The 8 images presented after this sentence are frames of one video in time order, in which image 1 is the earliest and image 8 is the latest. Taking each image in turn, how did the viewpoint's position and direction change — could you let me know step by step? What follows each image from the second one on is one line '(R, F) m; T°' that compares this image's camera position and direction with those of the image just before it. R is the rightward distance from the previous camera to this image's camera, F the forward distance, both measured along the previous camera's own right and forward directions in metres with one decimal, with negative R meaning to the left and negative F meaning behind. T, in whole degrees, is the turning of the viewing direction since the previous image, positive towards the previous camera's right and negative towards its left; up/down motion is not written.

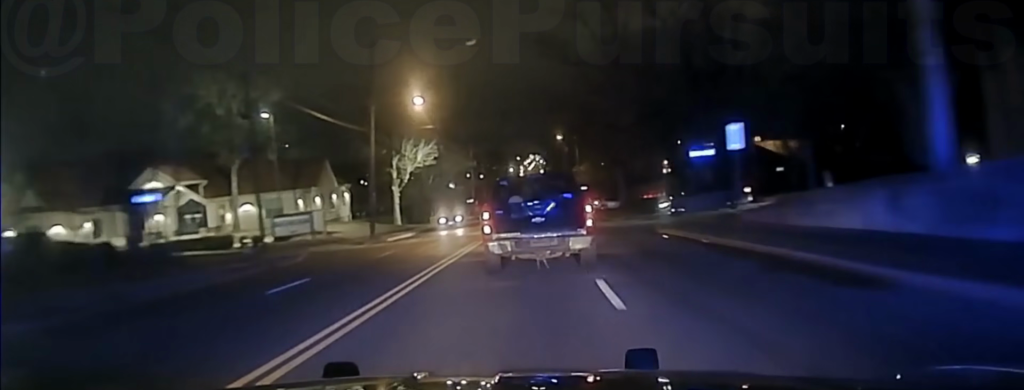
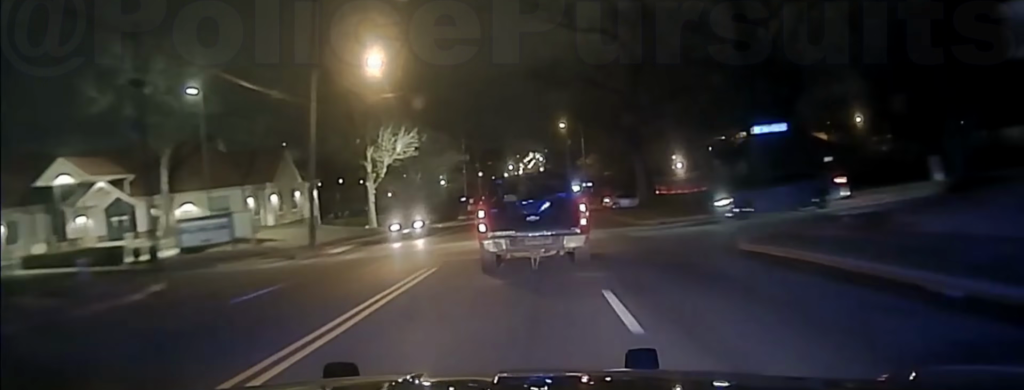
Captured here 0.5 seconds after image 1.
(+0.1, +12.5) m; 0°
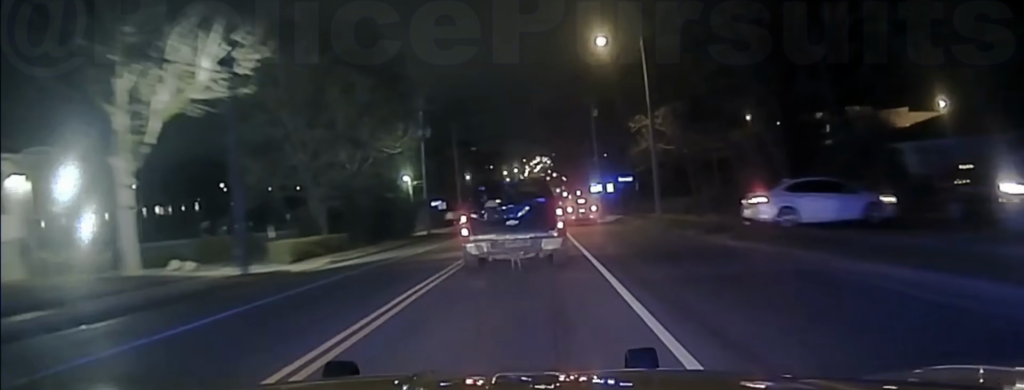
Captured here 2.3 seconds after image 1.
(-0.2, +47.8) m; -1°
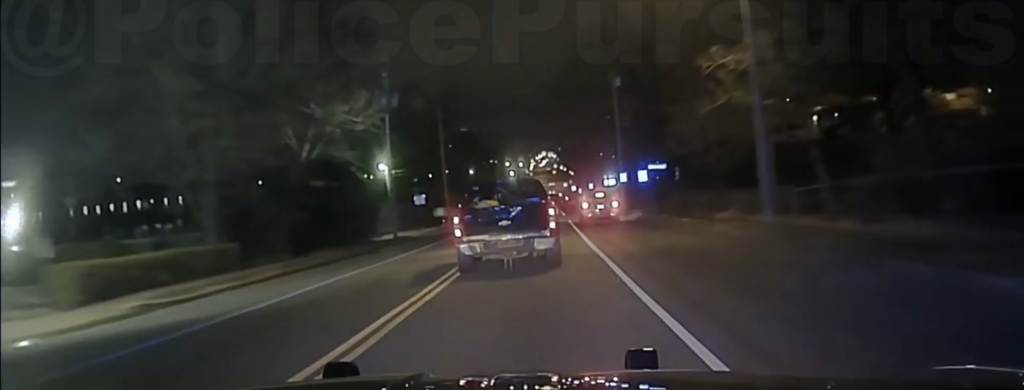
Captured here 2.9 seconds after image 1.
(0.0, +20.5) m; 0°
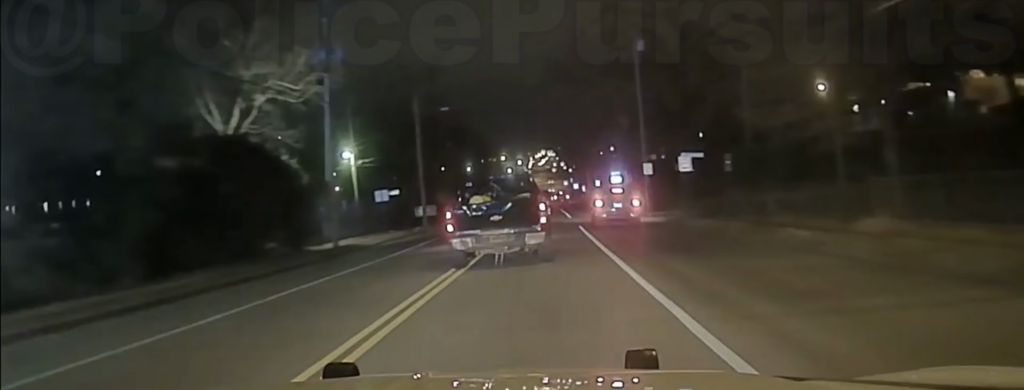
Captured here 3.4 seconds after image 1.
(0.0, +16.6) m; 0°
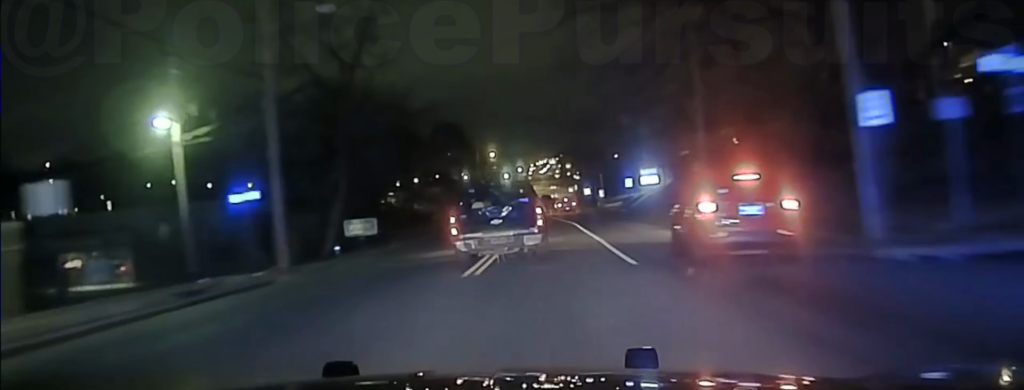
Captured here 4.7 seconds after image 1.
(-0.3, +41.7) m; -1°
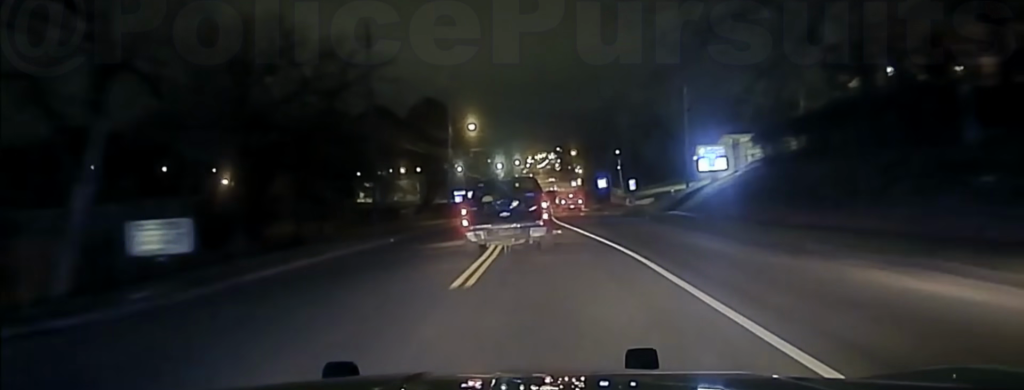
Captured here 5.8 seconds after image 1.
(0.0, +33.1) m; 0°
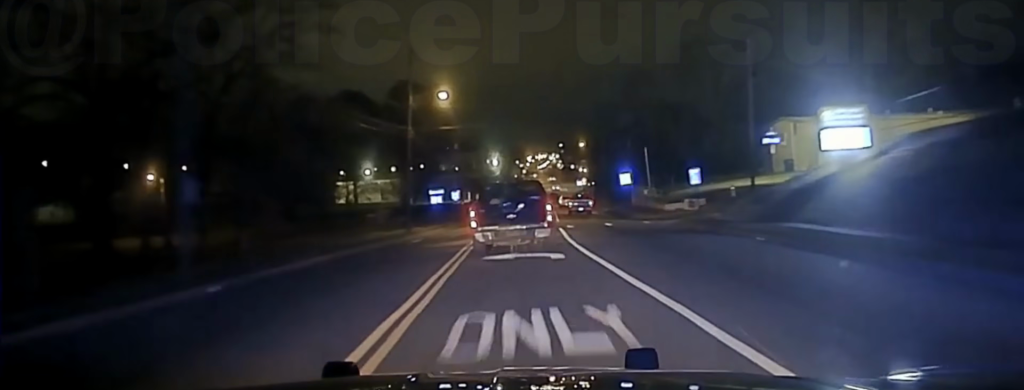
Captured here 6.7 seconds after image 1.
(+0.1, +24.5) m; 0°
